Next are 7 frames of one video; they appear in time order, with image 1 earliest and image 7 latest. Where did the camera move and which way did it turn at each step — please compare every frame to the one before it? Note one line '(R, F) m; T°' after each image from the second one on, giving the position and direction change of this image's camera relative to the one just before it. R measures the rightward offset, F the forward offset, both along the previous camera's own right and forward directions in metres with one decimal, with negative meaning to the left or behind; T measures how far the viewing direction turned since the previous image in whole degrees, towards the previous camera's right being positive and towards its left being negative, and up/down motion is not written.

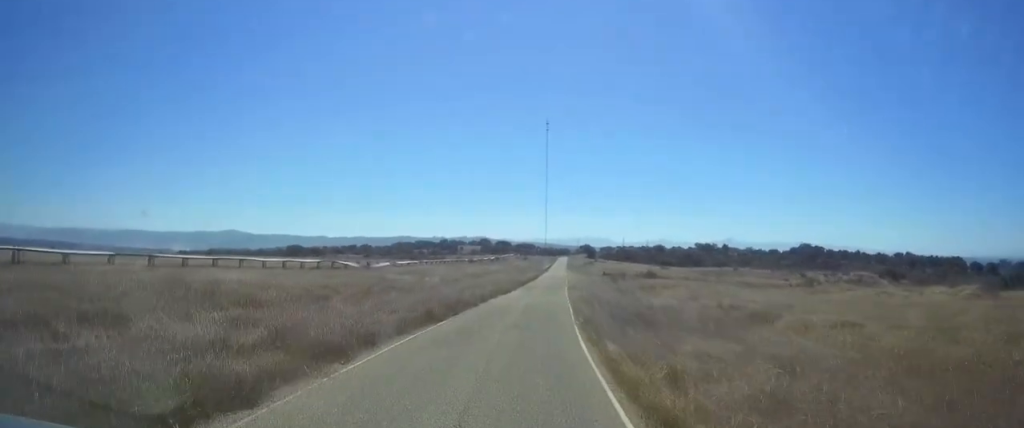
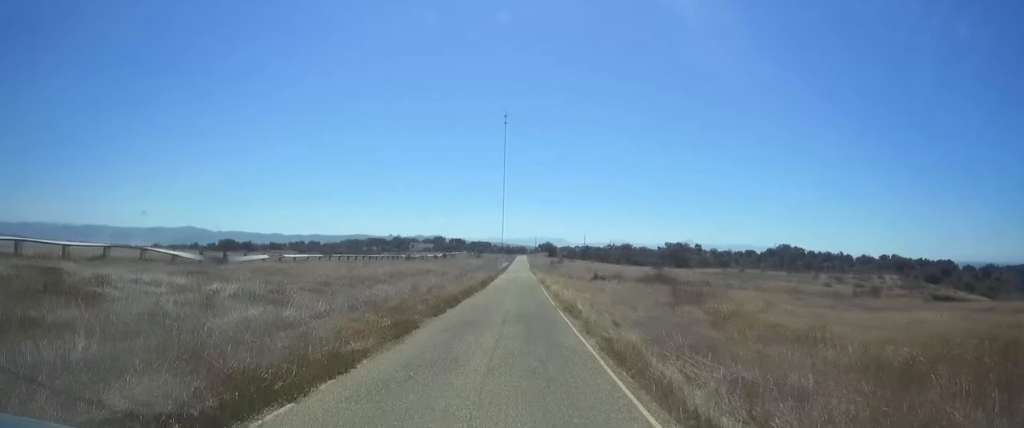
(+0.7, +34.3) m; +3°
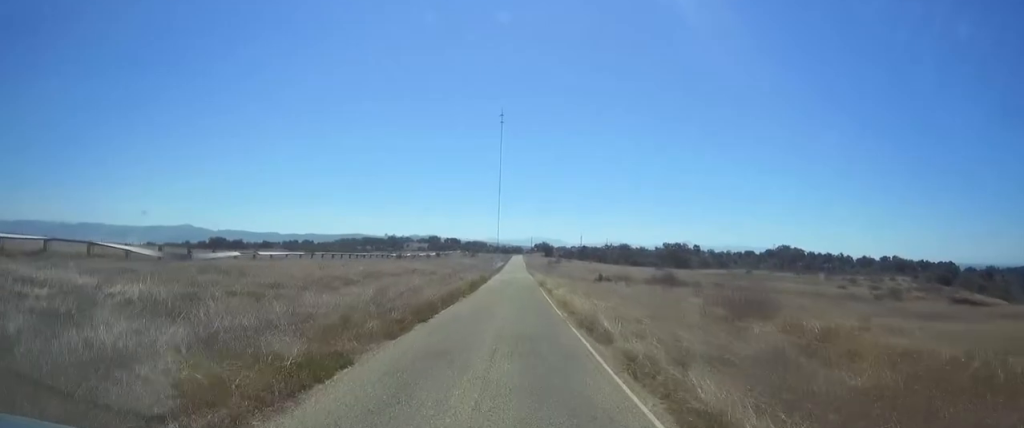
(+0.2, +6.3) m; +1°
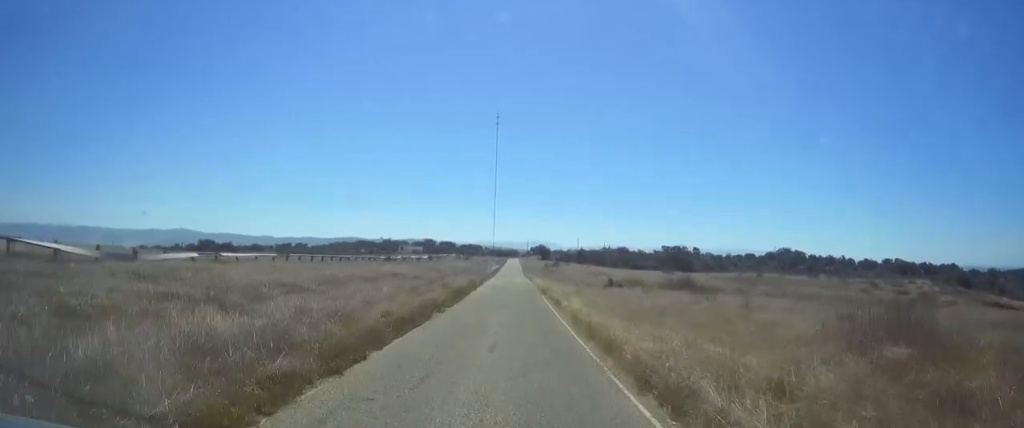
(0.0, +8.1) m; 0°
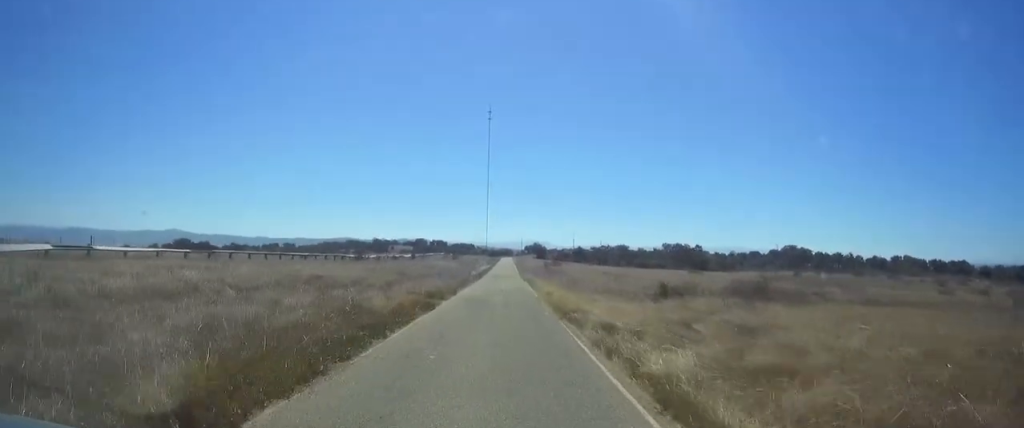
(-0.2, +19.0) m; 0°
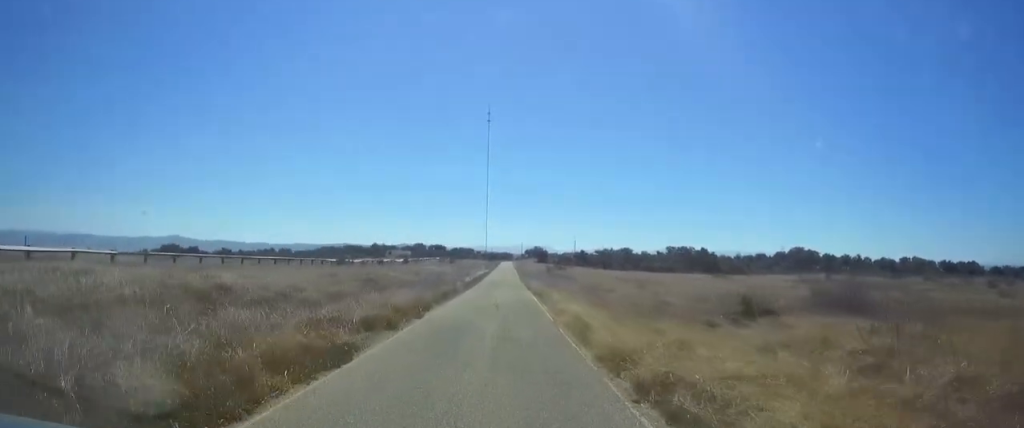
(+0.2, +10.8) m; +1°
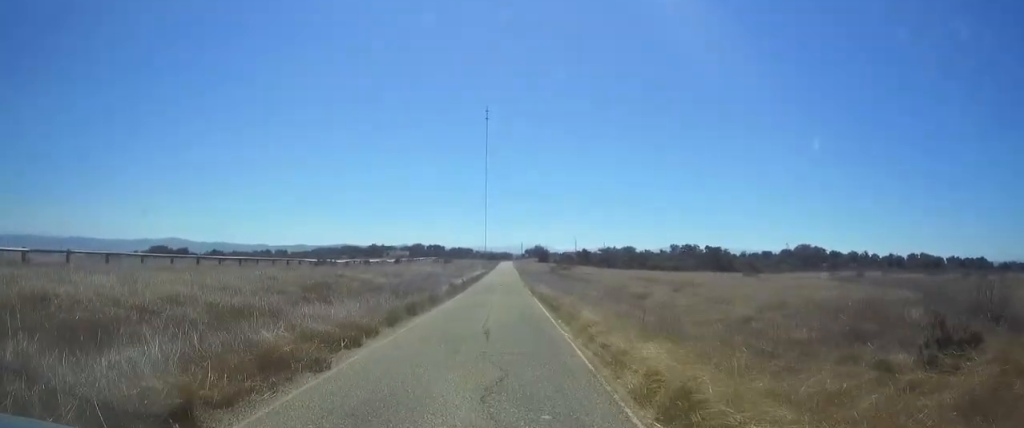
(0.0, +9.4) m; -1°
